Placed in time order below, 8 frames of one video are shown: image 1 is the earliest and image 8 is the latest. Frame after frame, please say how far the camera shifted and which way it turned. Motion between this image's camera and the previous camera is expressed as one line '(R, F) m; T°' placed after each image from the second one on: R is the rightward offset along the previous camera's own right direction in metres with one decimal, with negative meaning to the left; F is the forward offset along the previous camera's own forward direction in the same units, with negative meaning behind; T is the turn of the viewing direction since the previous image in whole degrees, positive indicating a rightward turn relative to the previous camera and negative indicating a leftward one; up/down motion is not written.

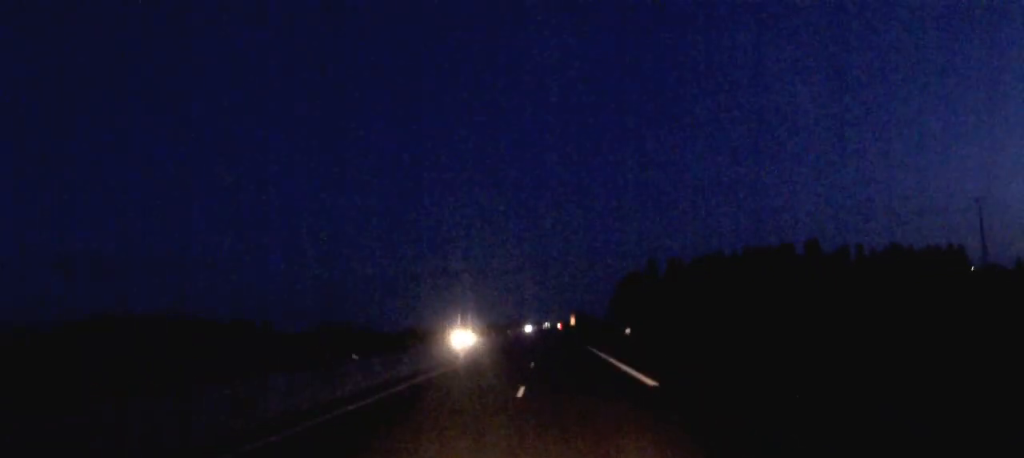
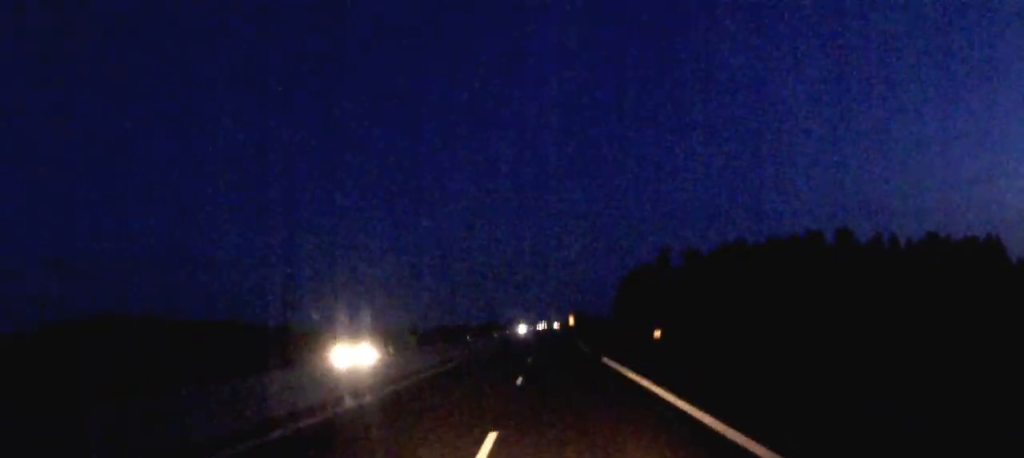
(0.0, +22.2) m; 0°
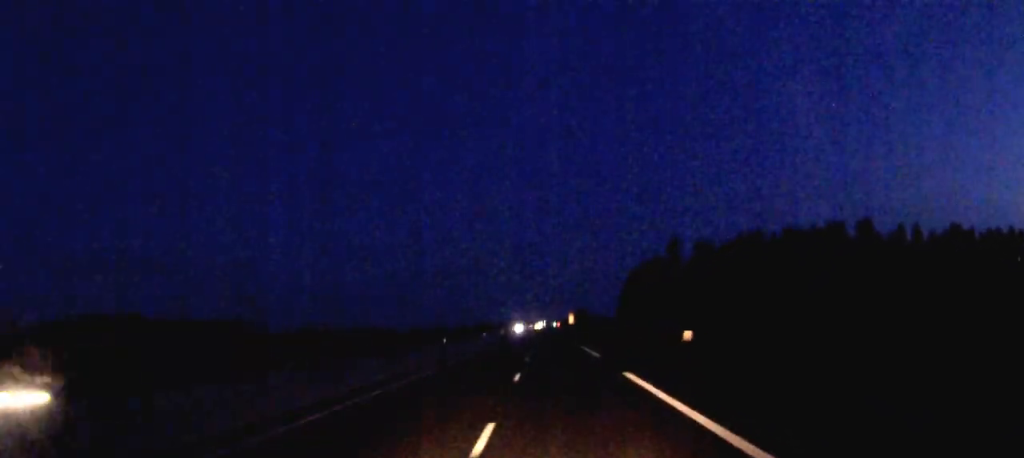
(0.0, +12.0) m; 0°
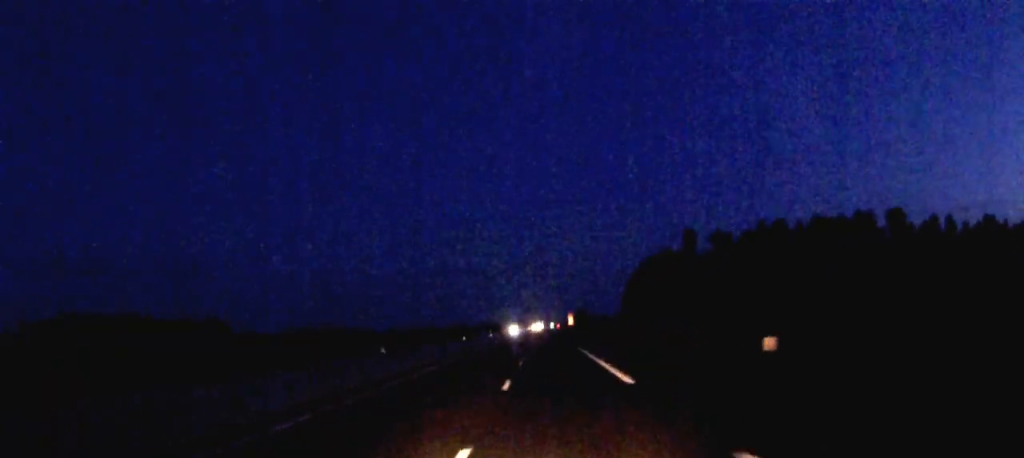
(0.0, +15.7) m; 0°
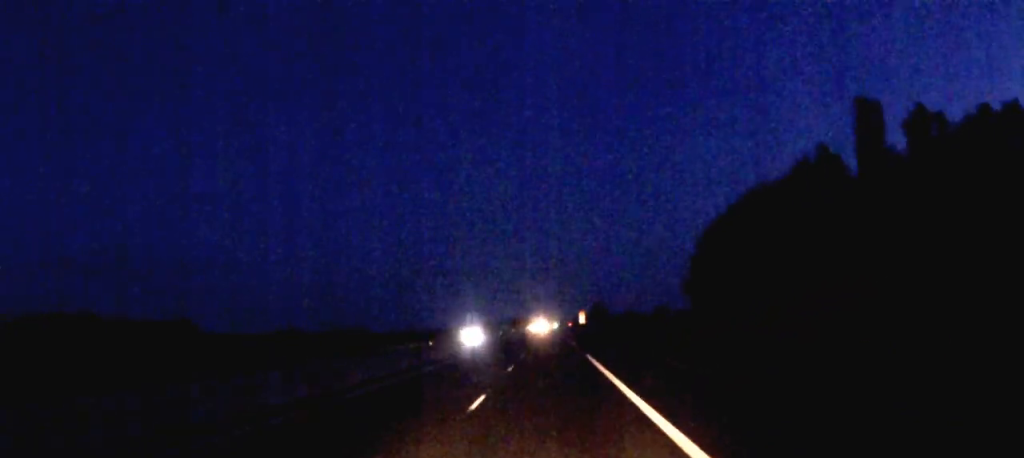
(-0.3, +70.6) m; -1°
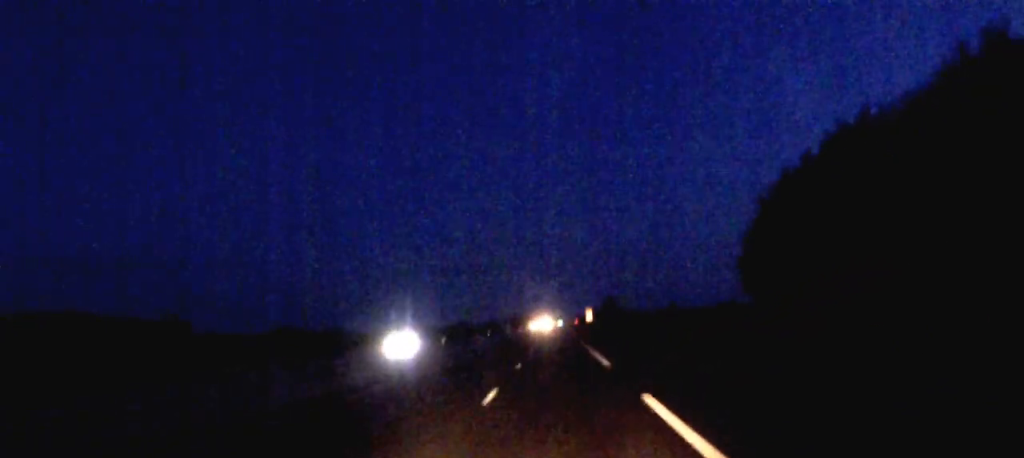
(-0.2, +25.2) m; 0°
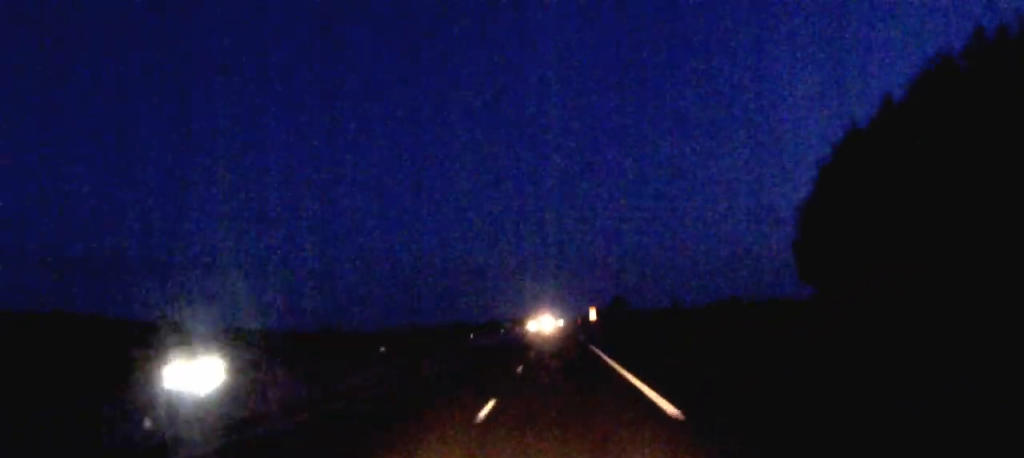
(0.0, +15.8) m; 0°
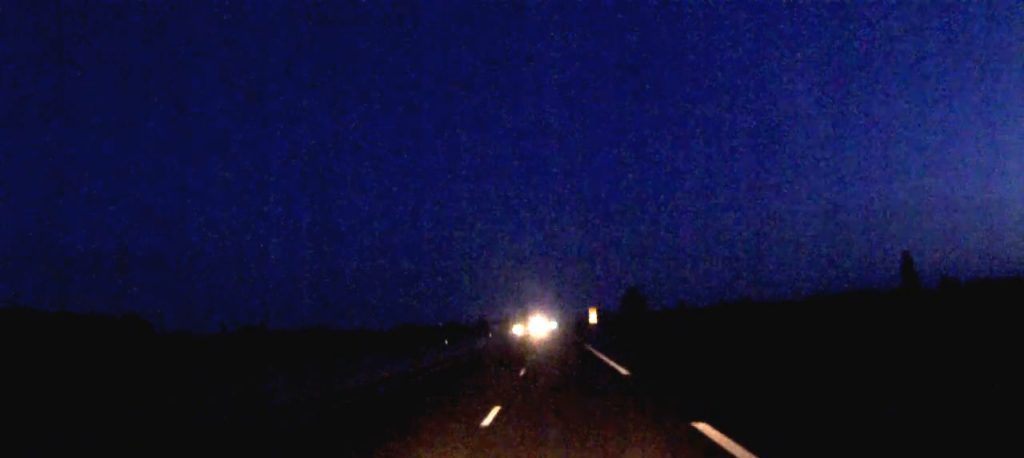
(+0.1, +40.1) m; 0°
